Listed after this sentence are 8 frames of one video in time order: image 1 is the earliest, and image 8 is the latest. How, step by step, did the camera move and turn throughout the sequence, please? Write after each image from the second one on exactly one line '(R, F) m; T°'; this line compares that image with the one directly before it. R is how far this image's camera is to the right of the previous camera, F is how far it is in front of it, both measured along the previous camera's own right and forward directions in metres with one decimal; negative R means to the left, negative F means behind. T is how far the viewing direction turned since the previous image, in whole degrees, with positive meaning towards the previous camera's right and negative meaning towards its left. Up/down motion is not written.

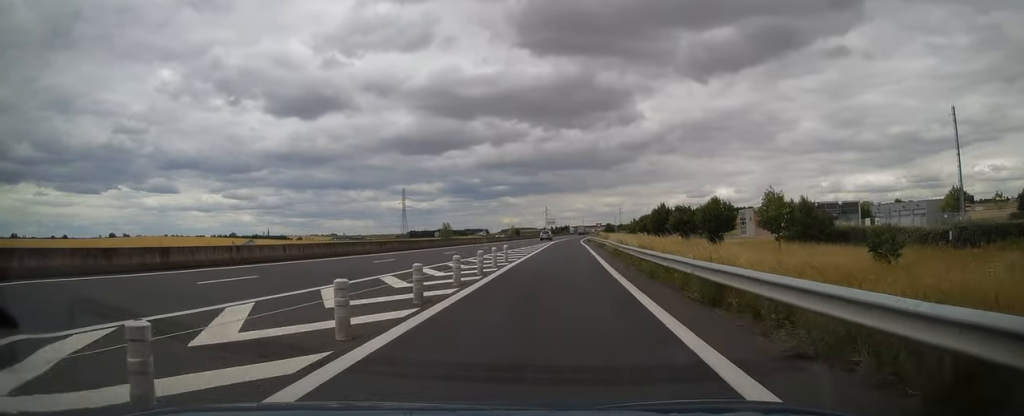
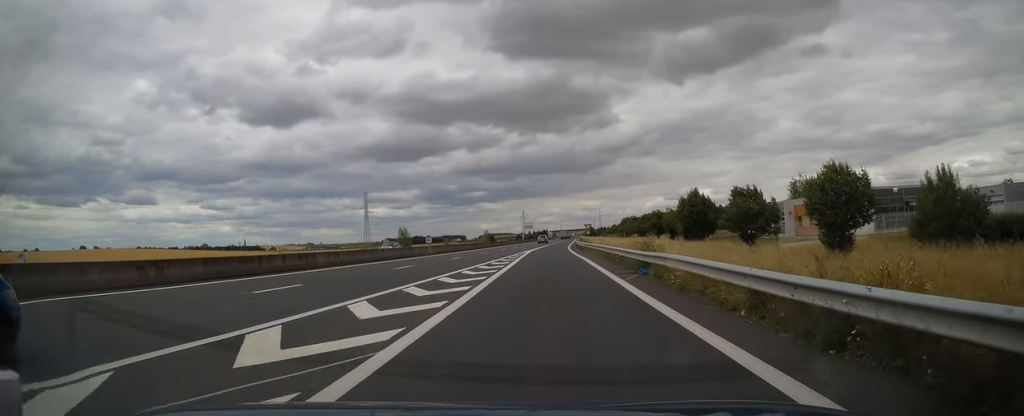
(+0.9, +25.0) m; +3°
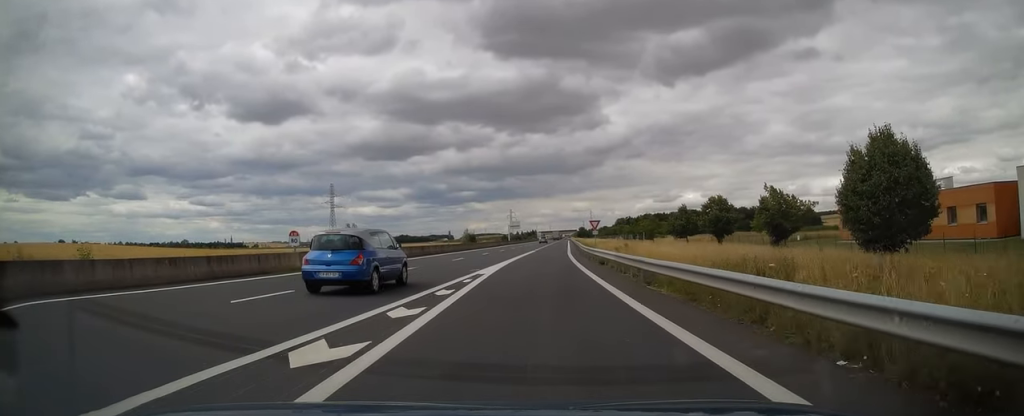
(+0.2, +28.6) m; +2°
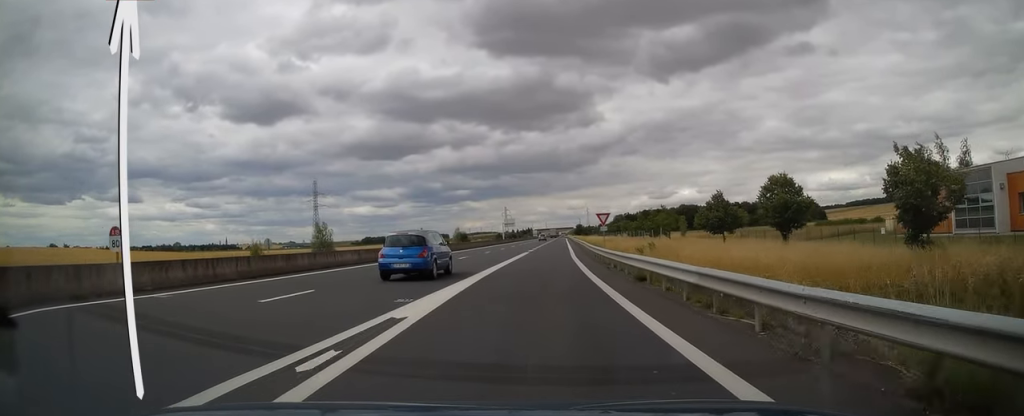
(+0.2, +12.6) m; +1°
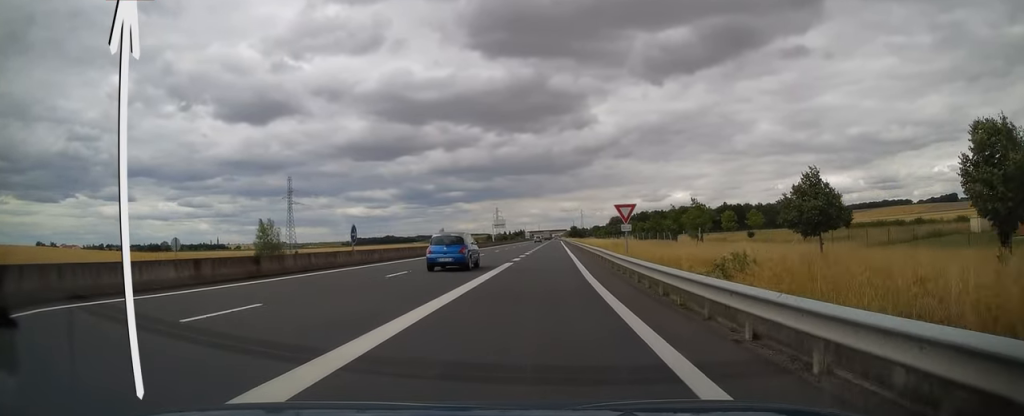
(+0.1, +16.5) m; 0°
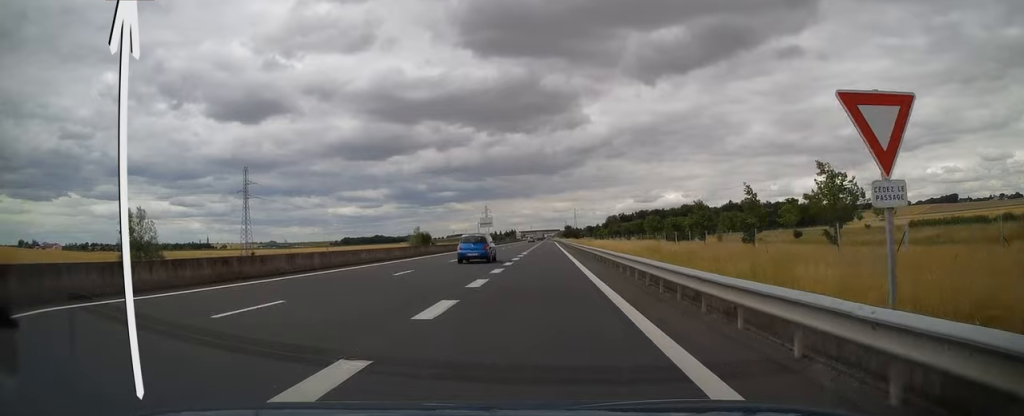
(0.0, +25.3) m; 0°
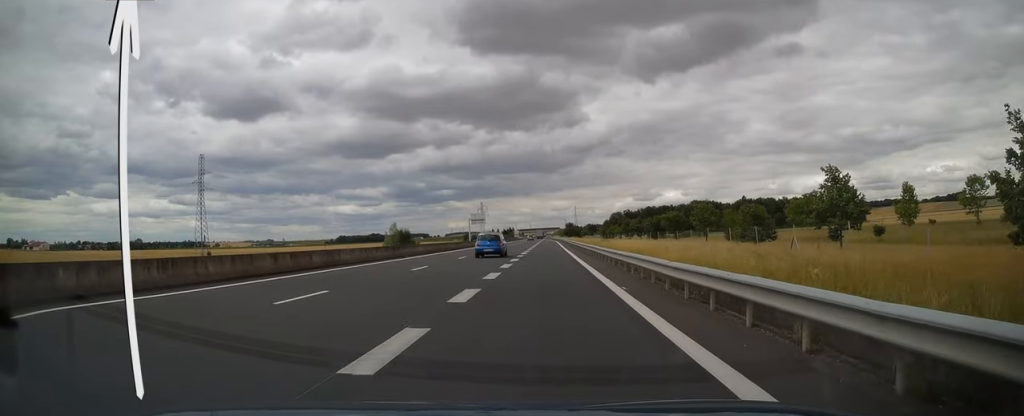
(+0.1, +23.5) m; +1°
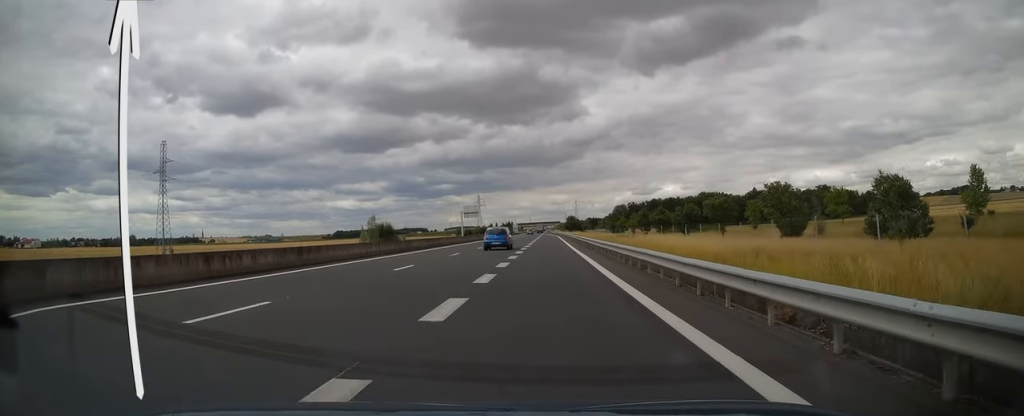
(+0.3, +16.4) m; 0°
